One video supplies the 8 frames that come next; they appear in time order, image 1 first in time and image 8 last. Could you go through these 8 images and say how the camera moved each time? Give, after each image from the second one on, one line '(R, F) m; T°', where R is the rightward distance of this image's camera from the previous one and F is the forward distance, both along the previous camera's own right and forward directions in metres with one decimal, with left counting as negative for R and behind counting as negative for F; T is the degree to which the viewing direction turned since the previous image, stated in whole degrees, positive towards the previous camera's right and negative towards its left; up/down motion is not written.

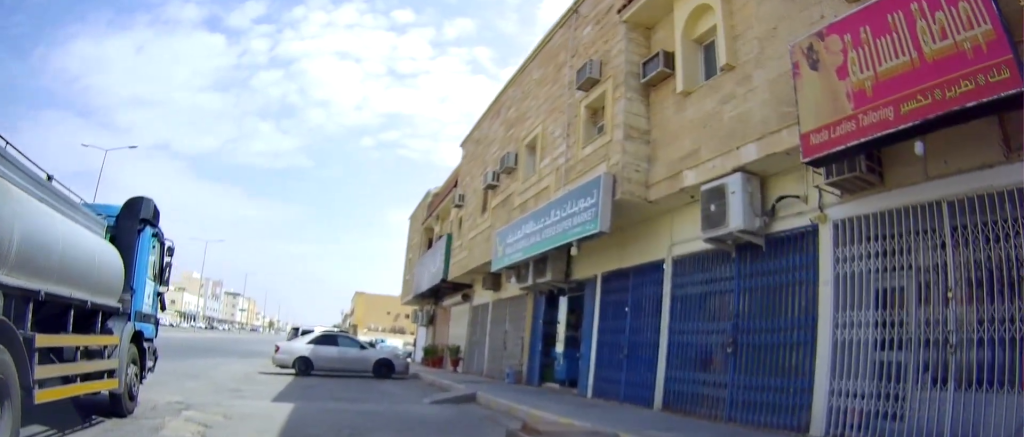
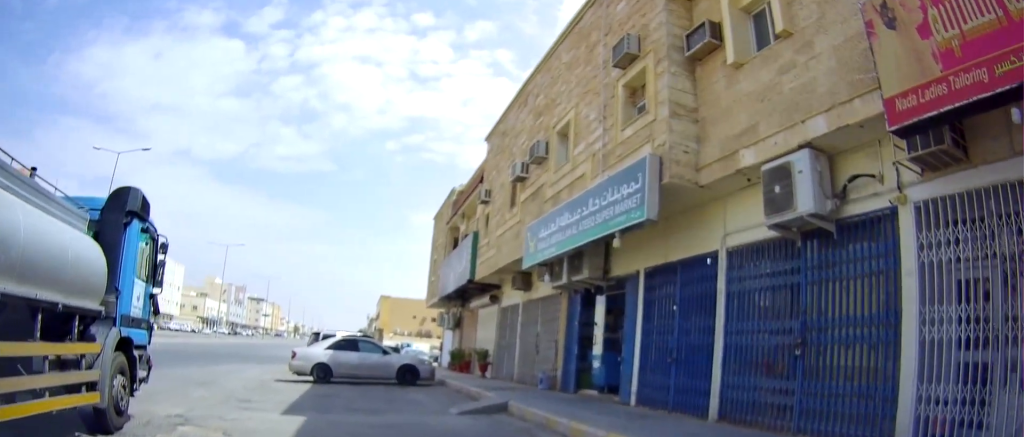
(-0.3, +1.1) m; -1°
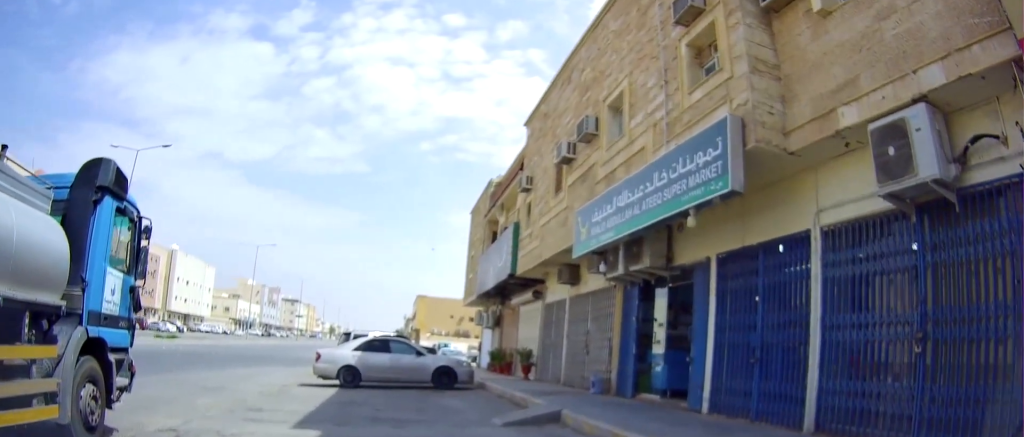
(-0.1, +1.5) m; -1°
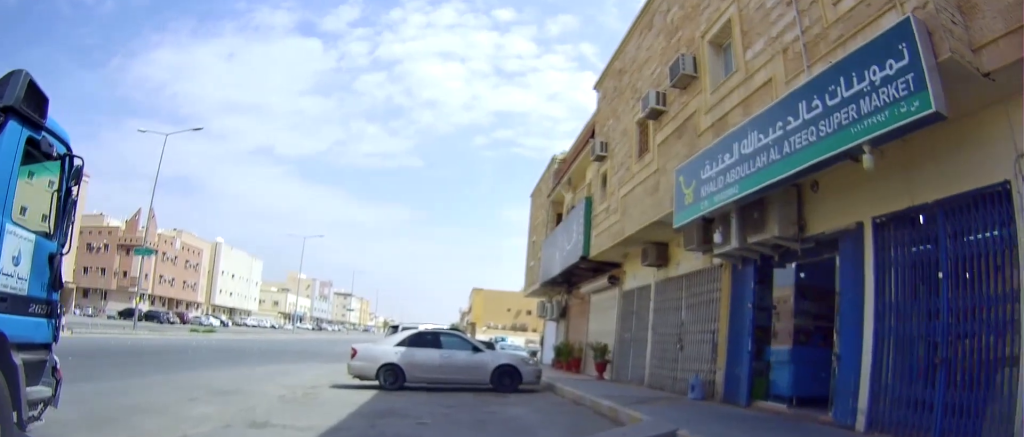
(+0.2, +2.5) m; -2°
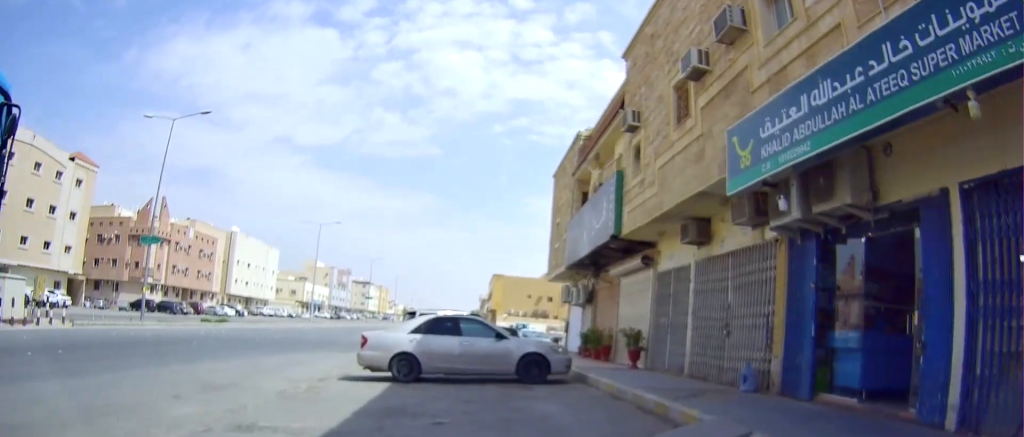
(-0.2, +1.3) m; -3°
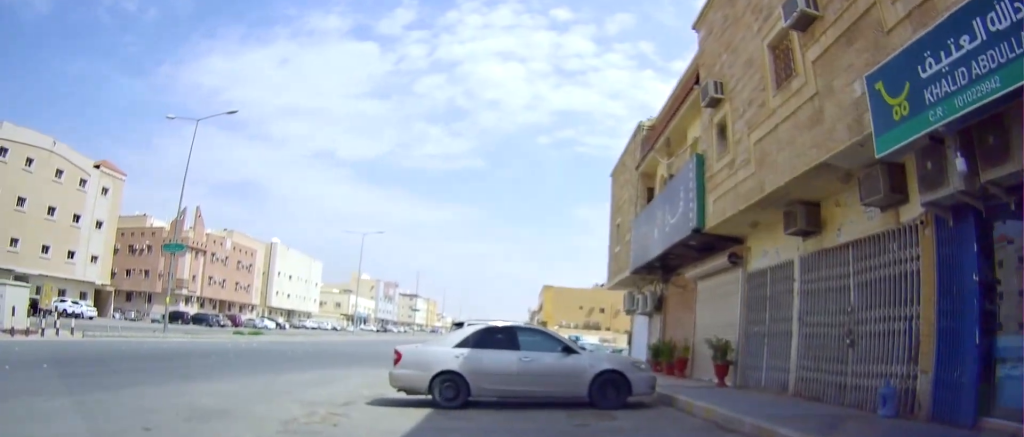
(0.0, +2.7) m; -8°
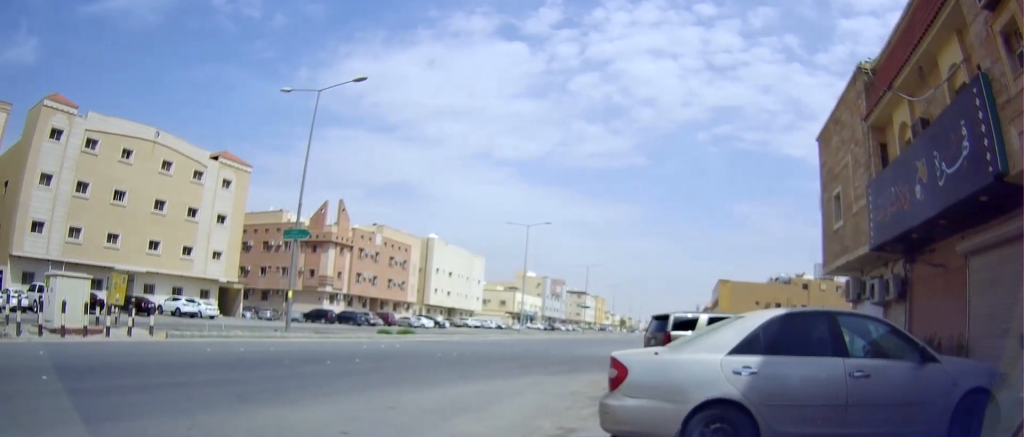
(-1.5, +6.3) m; -23°
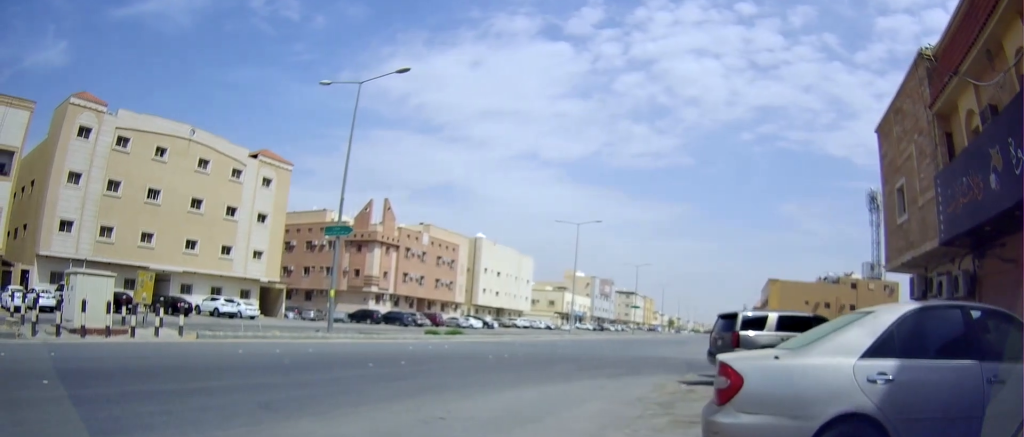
(-0.2, +1.9) m; -5°
